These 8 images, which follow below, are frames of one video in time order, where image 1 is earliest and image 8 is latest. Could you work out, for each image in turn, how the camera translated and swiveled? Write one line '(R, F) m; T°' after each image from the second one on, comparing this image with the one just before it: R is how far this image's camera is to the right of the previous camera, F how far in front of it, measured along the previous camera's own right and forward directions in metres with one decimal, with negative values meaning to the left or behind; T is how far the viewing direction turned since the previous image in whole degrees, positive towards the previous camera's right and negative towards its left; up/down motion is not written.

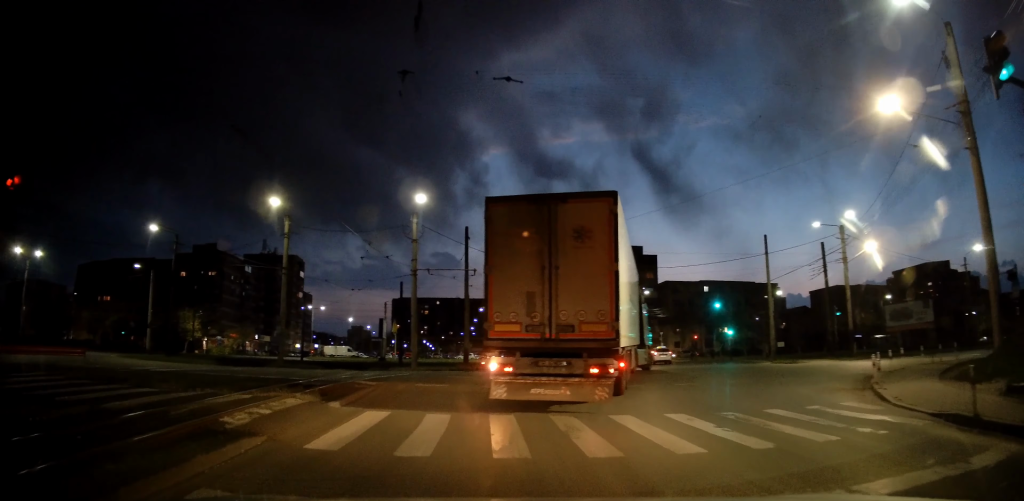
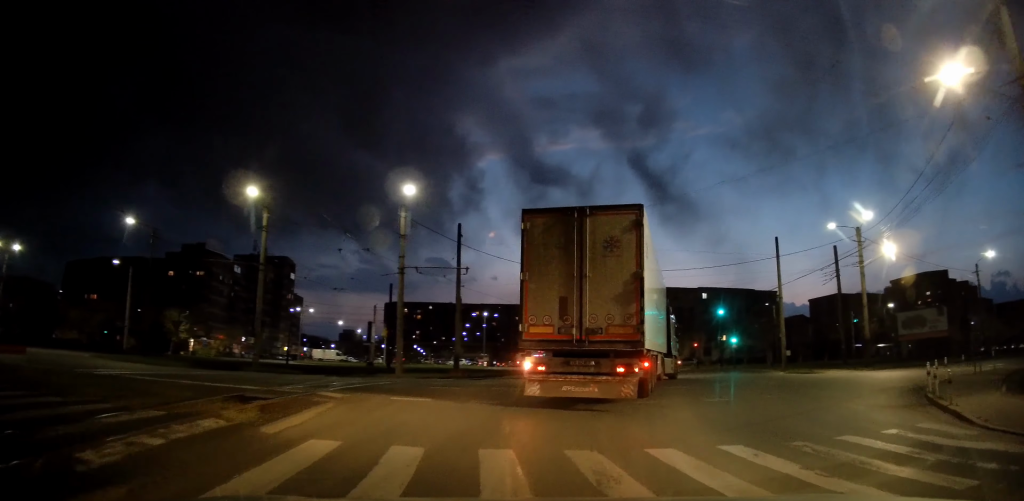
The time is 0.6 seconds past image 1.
(0.0, +2.7) m; 0°
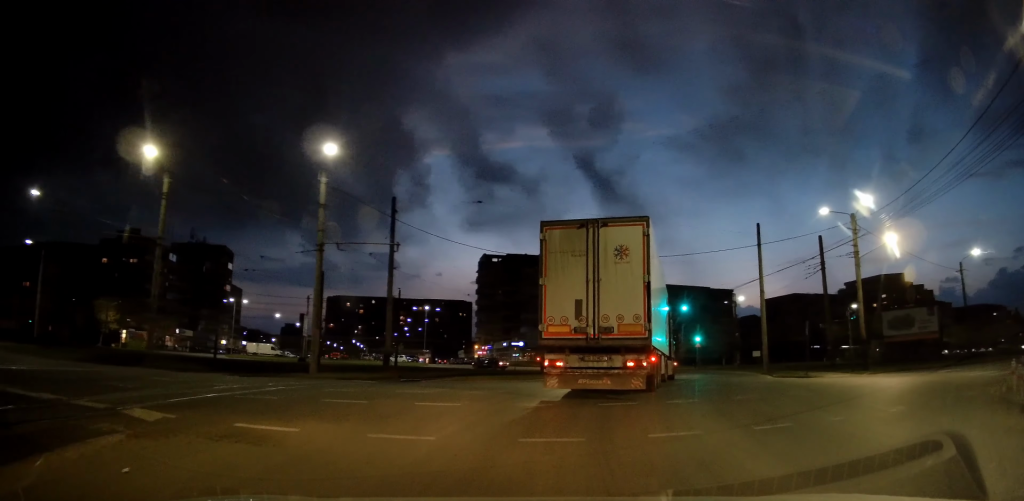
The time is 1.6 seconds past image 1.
(+0.1, +5.1) m; +11°
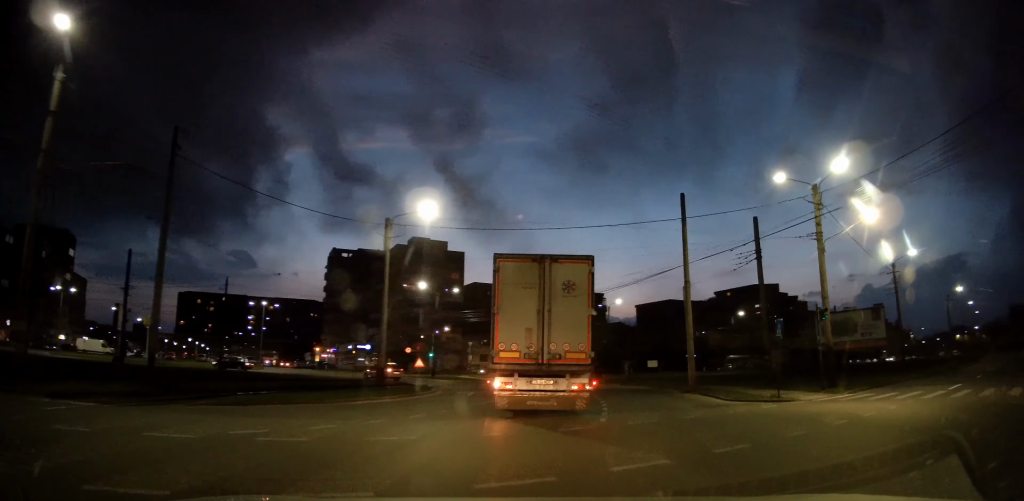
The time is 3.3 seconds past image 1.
(+1.5, +9.4) m; +12°
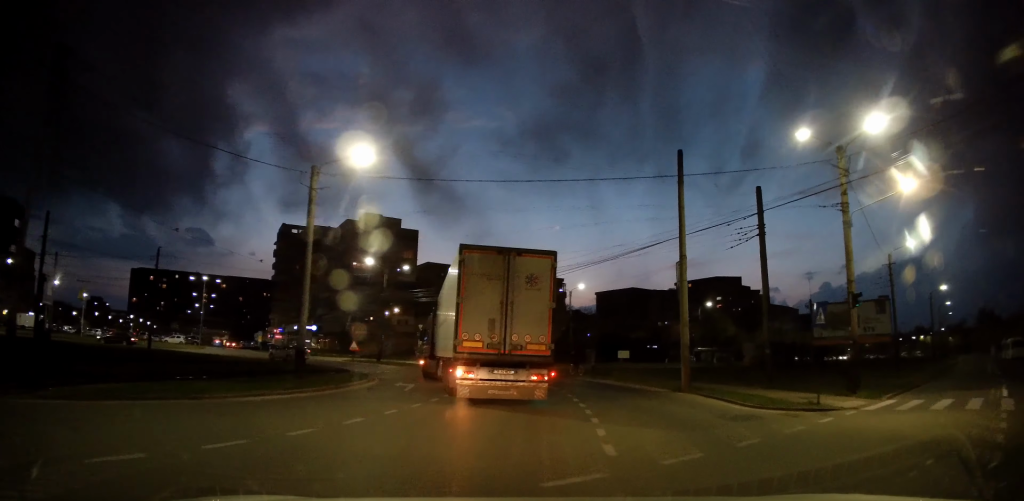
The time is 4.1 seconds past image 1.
(+0.1, +5.1) m; +5°
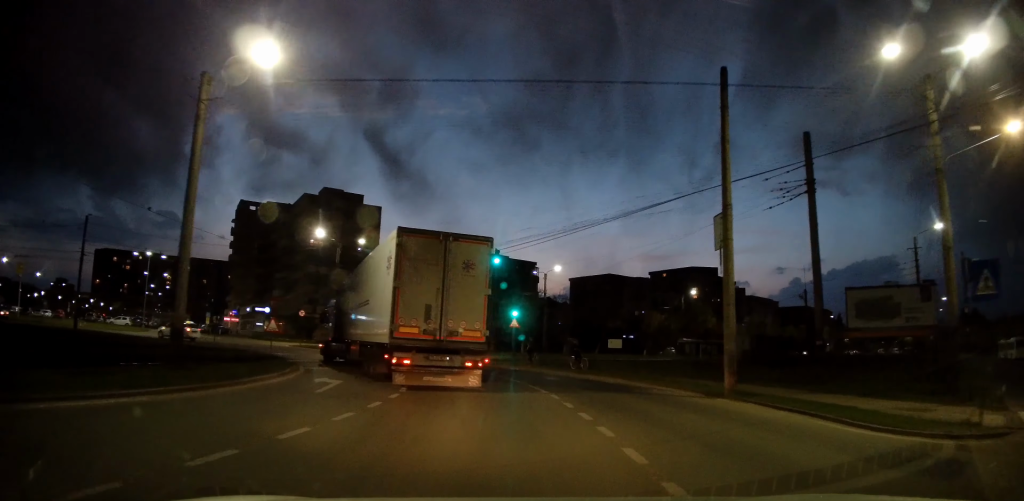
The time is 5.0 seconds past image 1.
(+0.5, +6.5) m; +5°
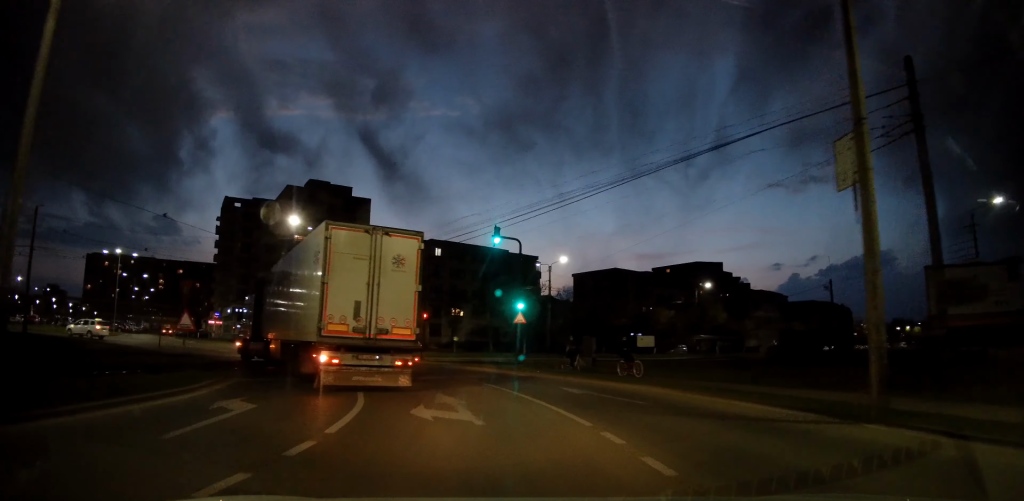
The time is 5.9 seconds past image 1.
(+0.1, +6.0) m; -1°
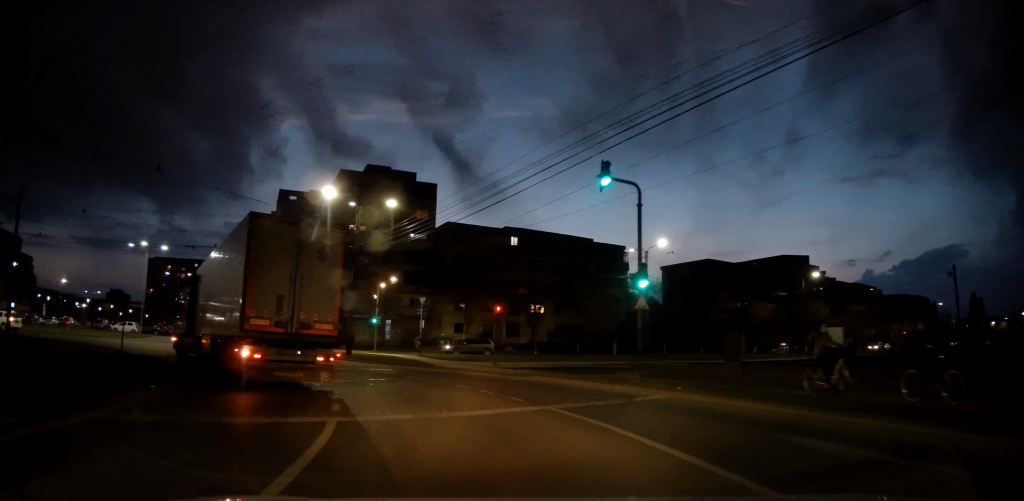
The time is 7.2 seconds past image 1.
(-0.4, +9.1) m; -9°
